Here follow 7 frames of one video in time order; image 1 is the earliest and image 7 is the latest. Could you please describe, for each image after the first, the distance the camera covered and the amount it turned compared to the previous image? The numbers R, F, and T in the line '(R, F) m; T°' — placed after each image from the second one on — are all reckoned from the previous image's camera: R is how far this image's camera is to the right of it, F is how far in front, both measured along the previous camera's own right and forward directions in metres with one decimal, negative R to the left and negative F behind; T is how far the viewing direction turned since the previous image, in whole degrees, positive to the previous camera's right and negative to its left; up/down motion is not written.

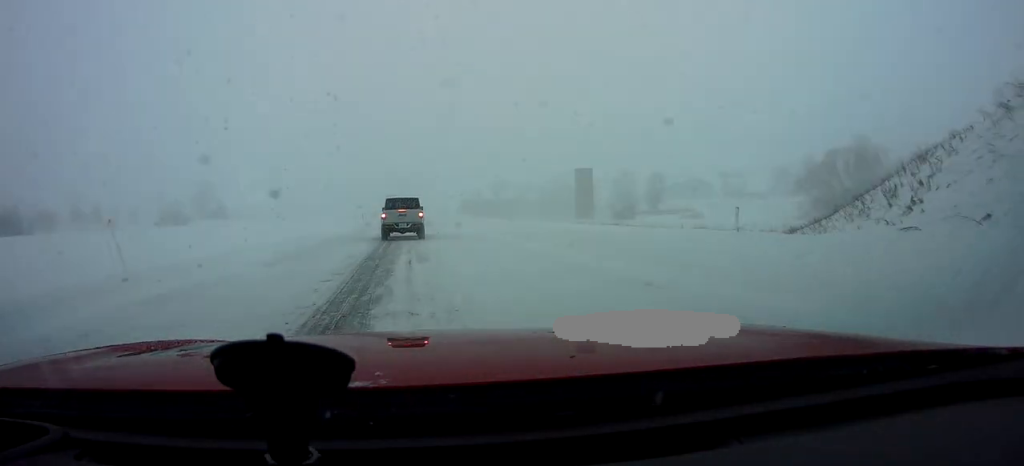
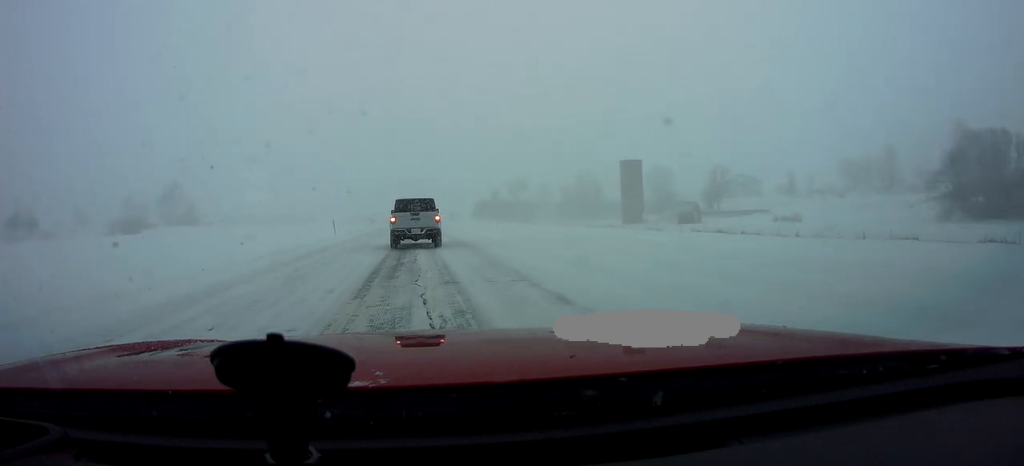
(+0.7, +37.4) m; 0°
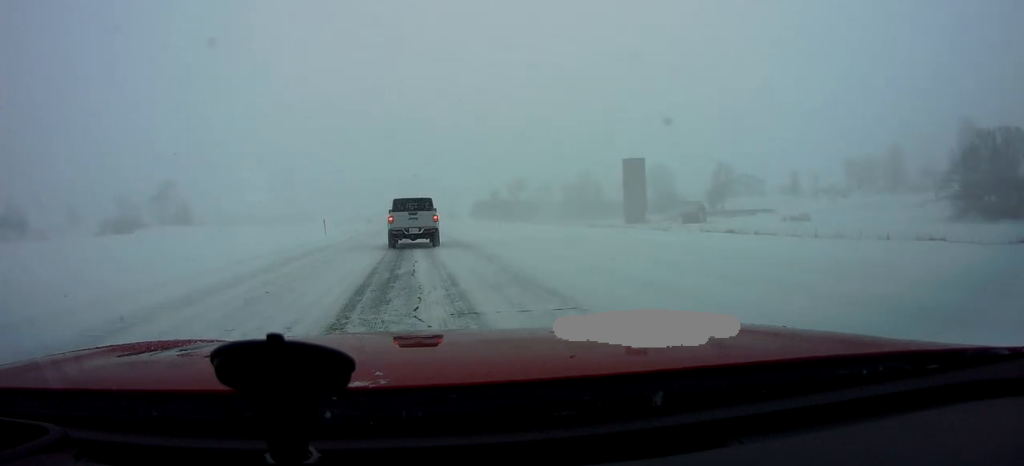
(0.0, +3.4) m; -1°
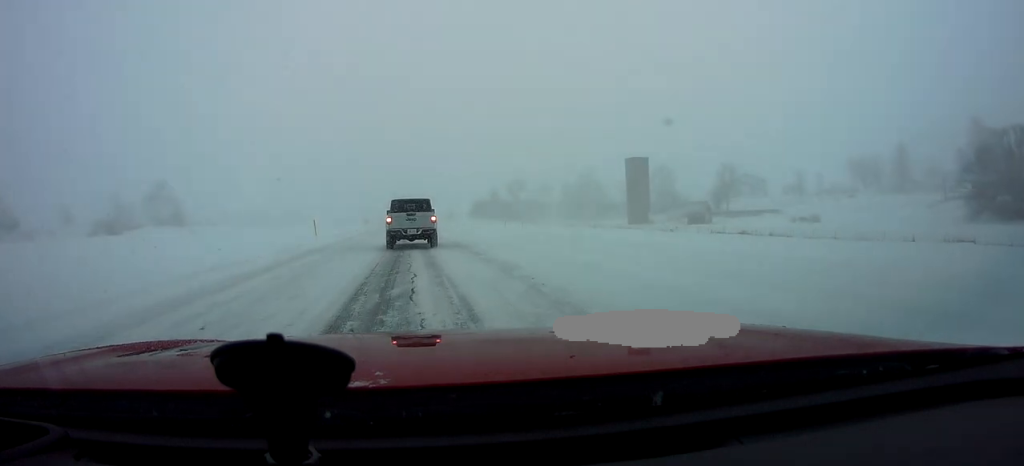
(0.0, +3.2) m; 0°
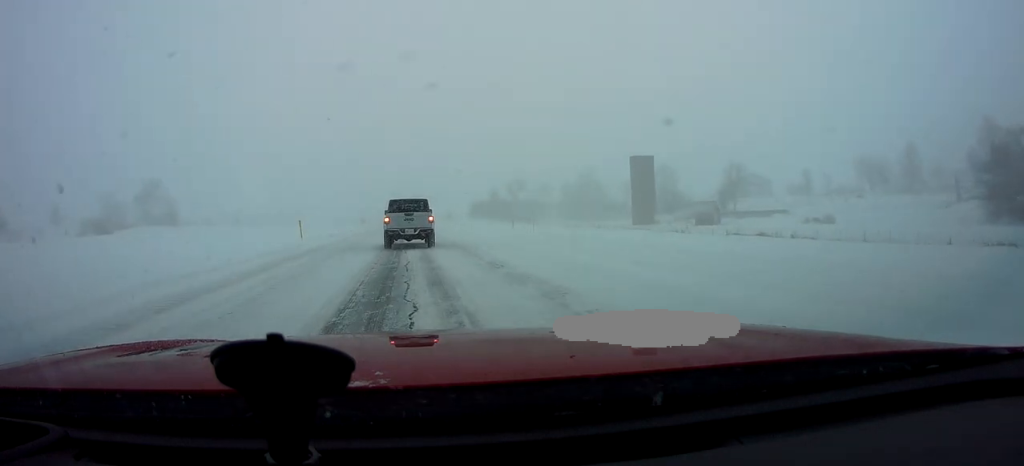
(0.0, +4.2) m; 0°
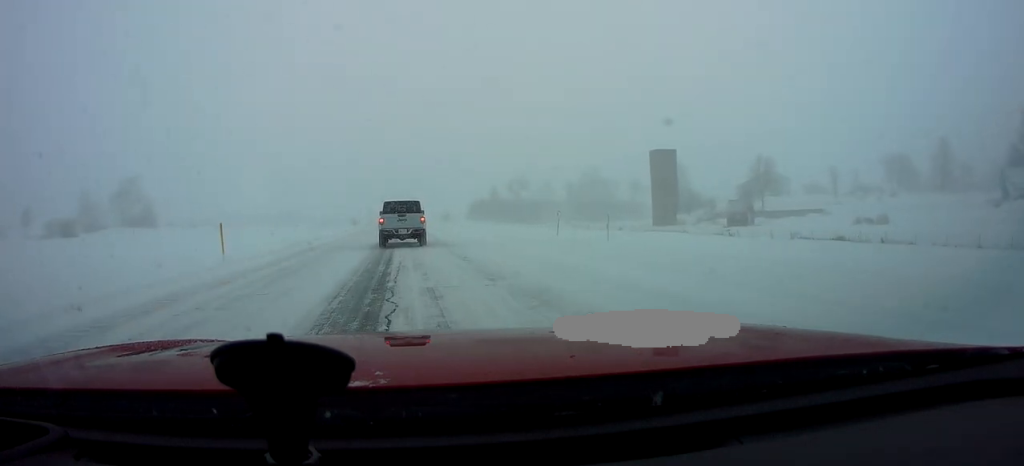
(+0.5, +12.3) m; +2°
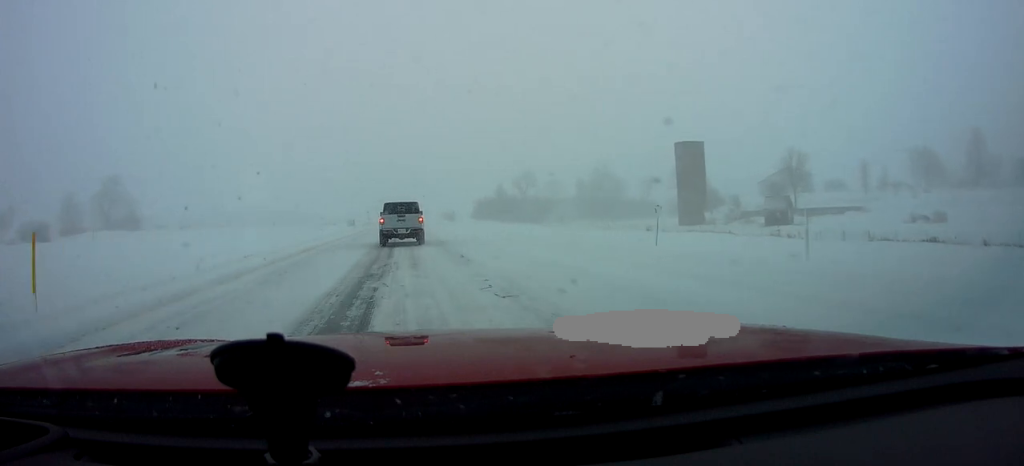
(-0.1, +9.7) m; +2°
